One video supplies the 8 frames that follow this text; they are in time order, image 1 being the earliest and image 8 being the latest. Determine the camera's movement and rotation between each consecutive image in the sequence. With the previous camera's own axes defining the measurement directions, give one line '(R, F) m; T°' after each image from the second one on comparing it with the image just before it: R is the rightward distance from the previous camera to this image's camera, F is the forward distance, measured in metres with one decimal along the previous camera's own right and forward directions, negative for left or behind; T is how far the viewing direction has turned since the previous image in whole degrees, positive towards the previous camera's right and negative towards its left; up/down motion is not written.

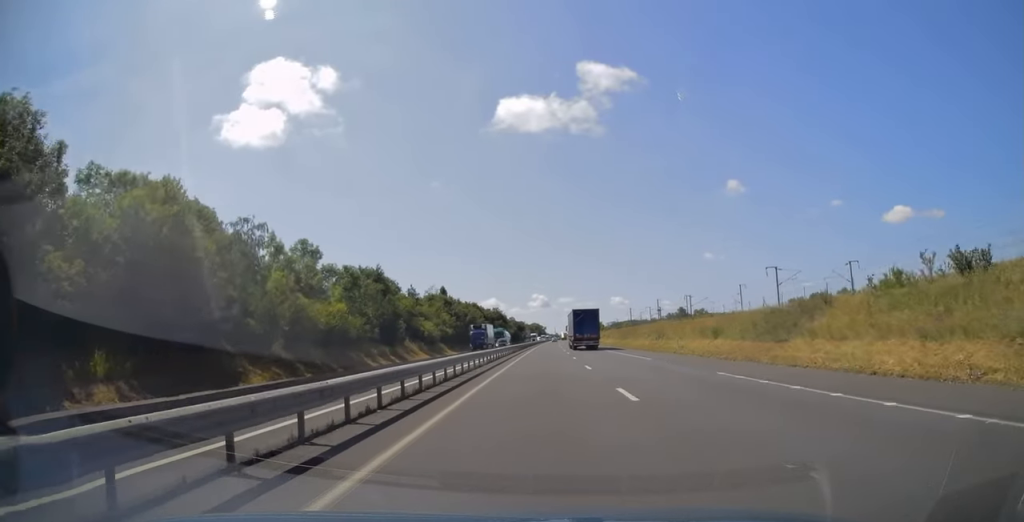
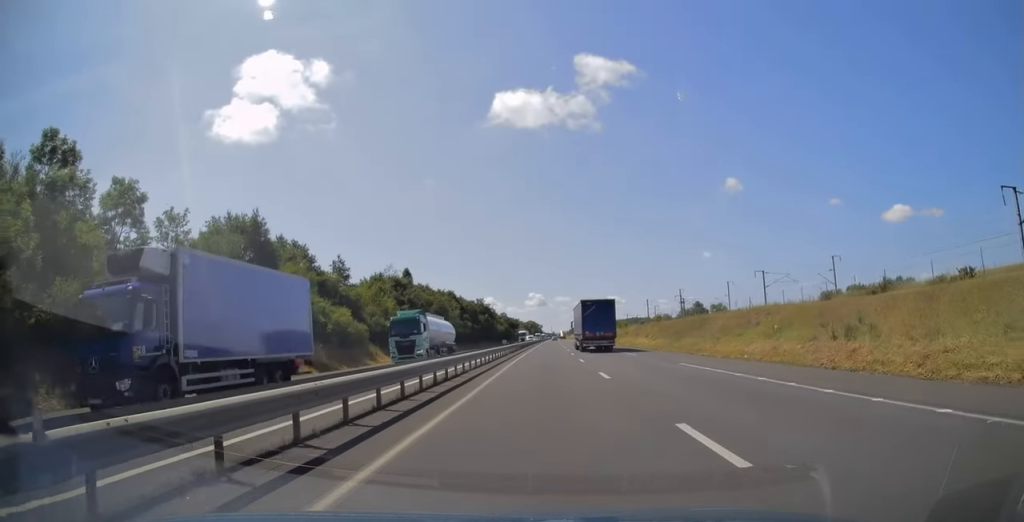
(+0.2, +44.4) m; 0°
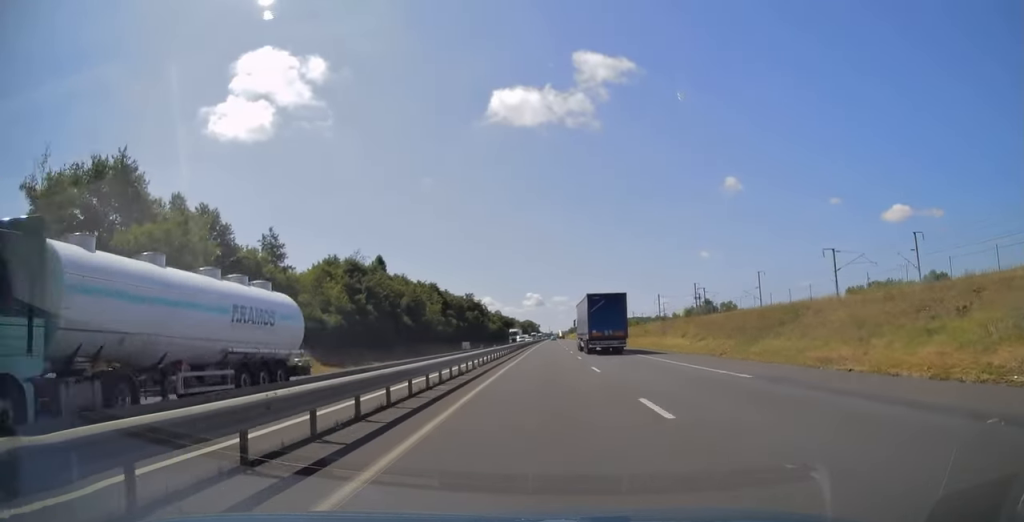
(0.0, +21.6) m; 0°
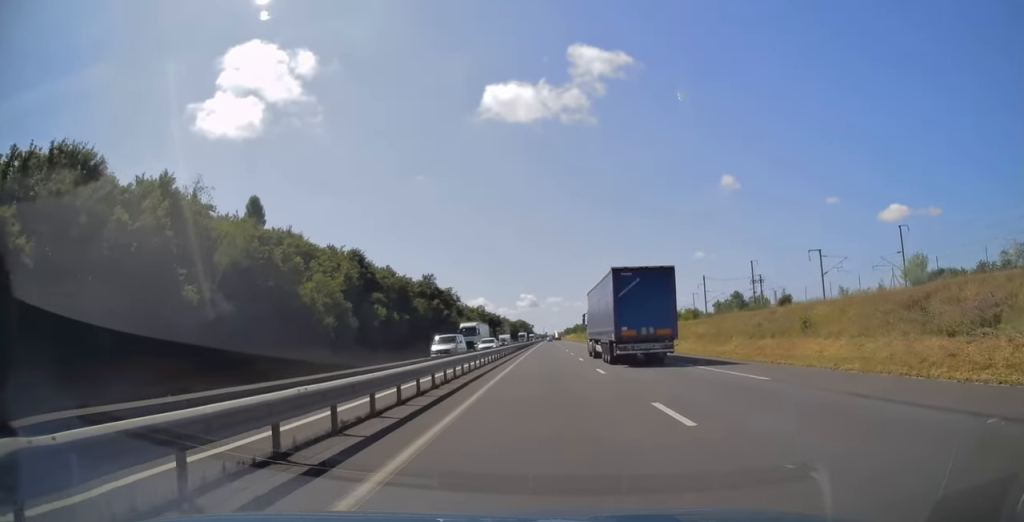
(+0.2, +51.5) m; 0°
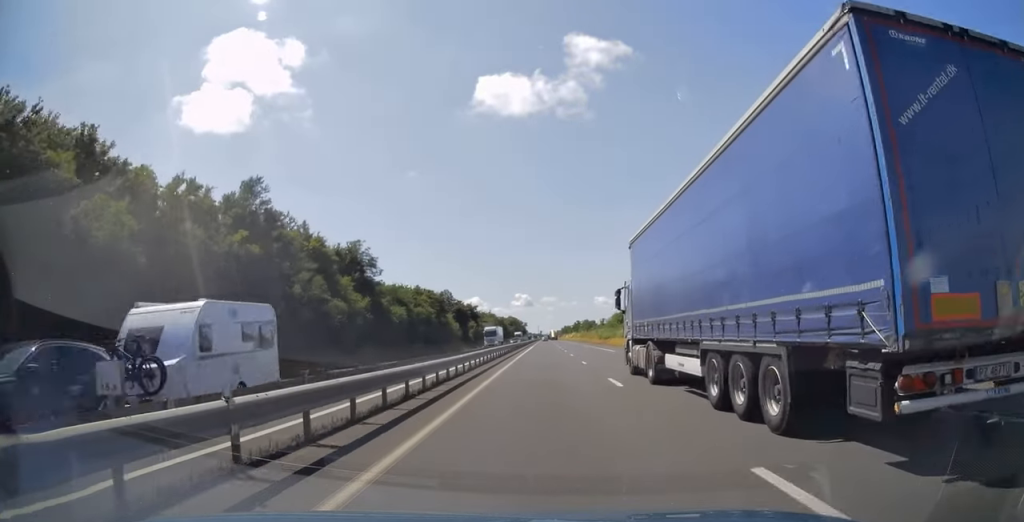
(+0.4, +68.8) m; 0°
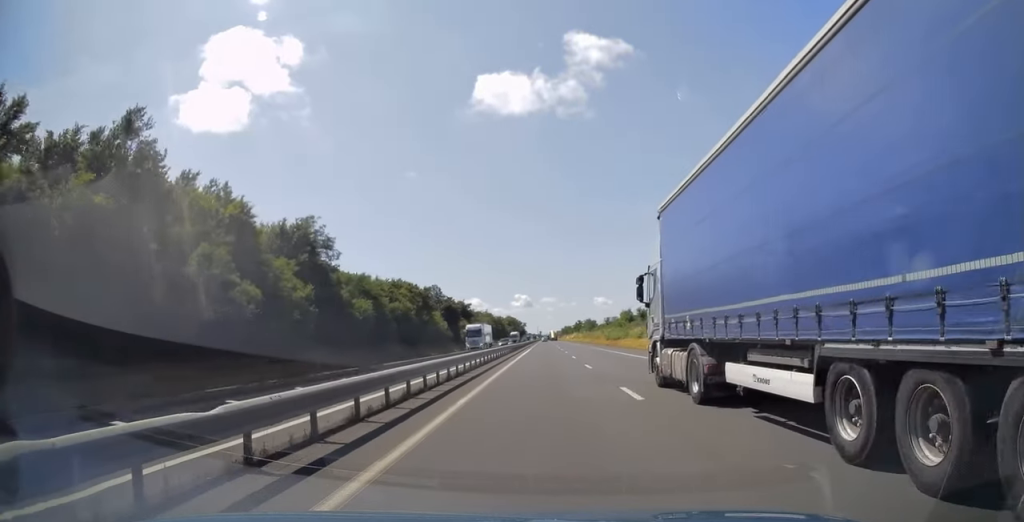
(0.0, +15.7) m; 0°
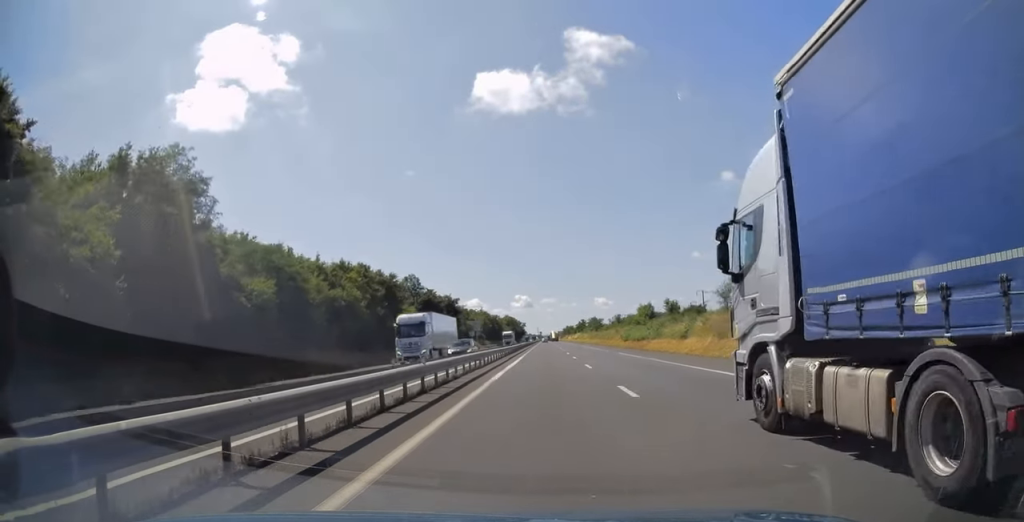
(0.0, +24.5) m; 0°
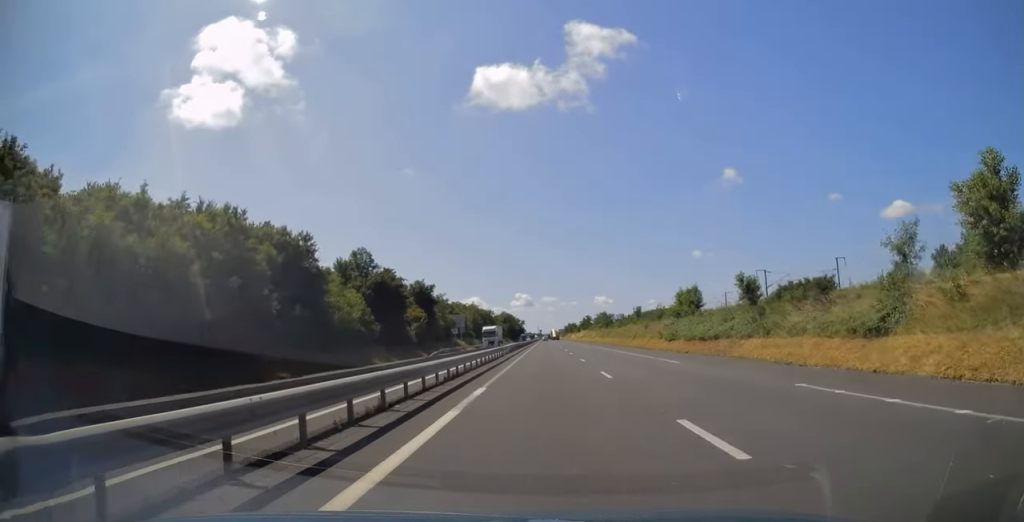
(0.0, +32.1) m; 0°
